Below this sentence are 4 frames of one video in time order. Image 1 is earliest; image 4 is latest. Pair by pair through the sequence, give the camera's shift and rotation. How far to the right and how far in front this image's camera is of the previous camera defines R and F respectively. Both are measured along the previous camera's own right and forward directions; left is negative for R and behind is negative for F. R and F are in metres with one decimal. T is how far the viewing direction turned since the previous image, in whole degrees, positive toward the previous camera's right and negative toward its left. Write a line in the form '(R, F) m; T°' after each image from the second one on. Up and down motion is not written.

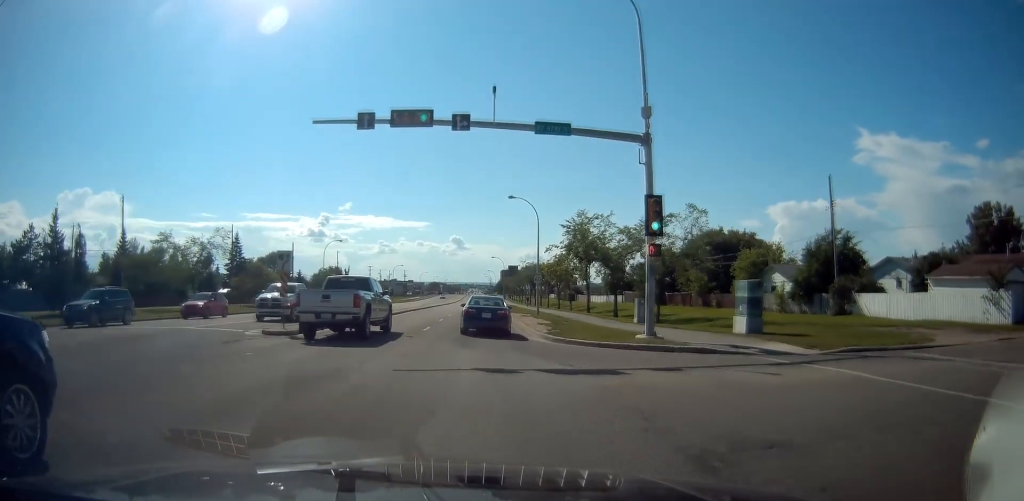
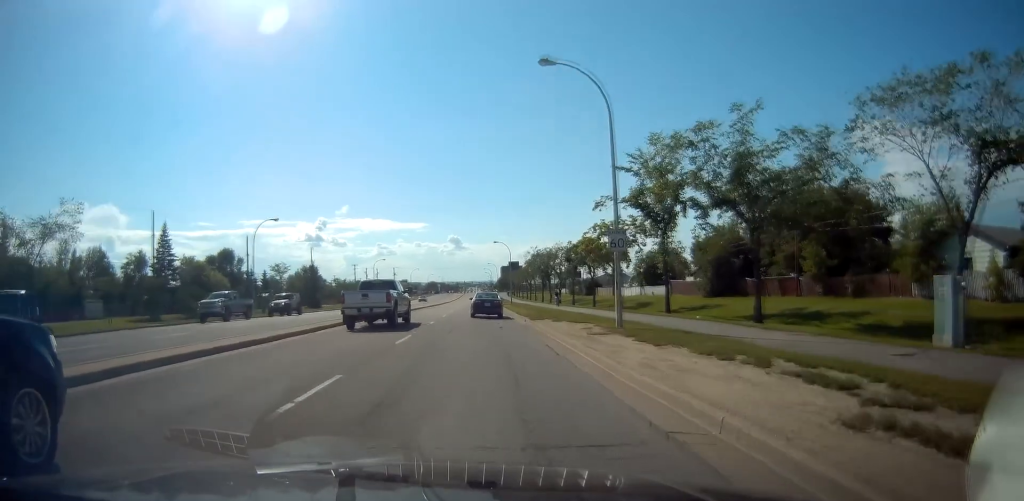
(+0.3, +26.5) m; +2°
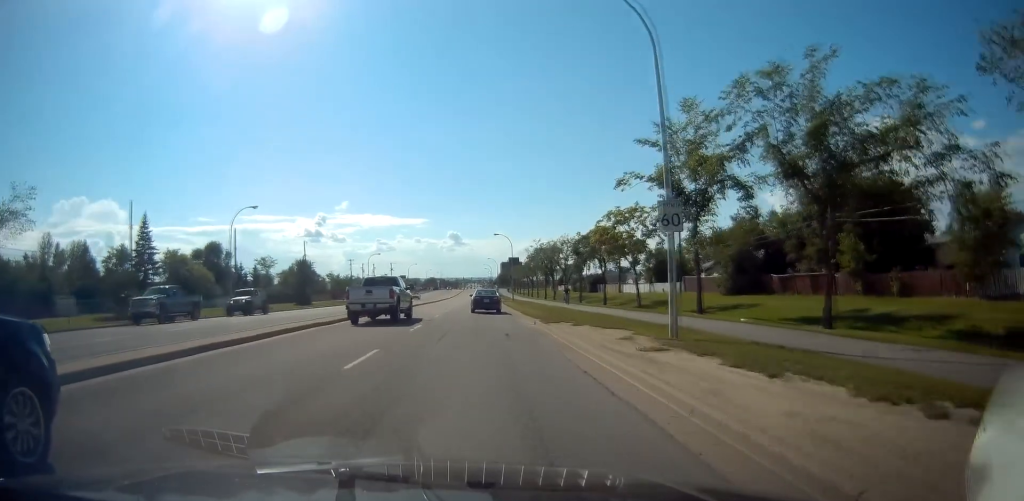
(+0.2, +5.6) m; 0°
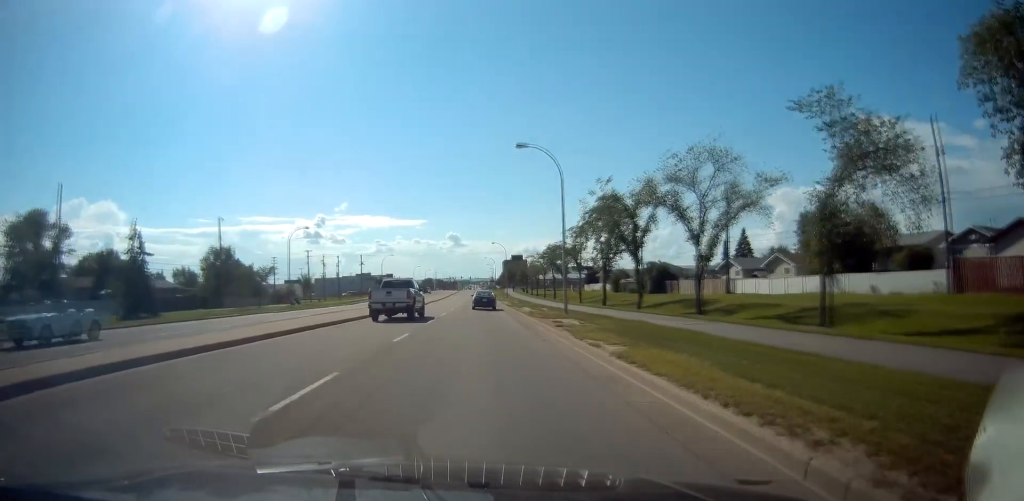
(-1.5, +49.9) m; -2°
